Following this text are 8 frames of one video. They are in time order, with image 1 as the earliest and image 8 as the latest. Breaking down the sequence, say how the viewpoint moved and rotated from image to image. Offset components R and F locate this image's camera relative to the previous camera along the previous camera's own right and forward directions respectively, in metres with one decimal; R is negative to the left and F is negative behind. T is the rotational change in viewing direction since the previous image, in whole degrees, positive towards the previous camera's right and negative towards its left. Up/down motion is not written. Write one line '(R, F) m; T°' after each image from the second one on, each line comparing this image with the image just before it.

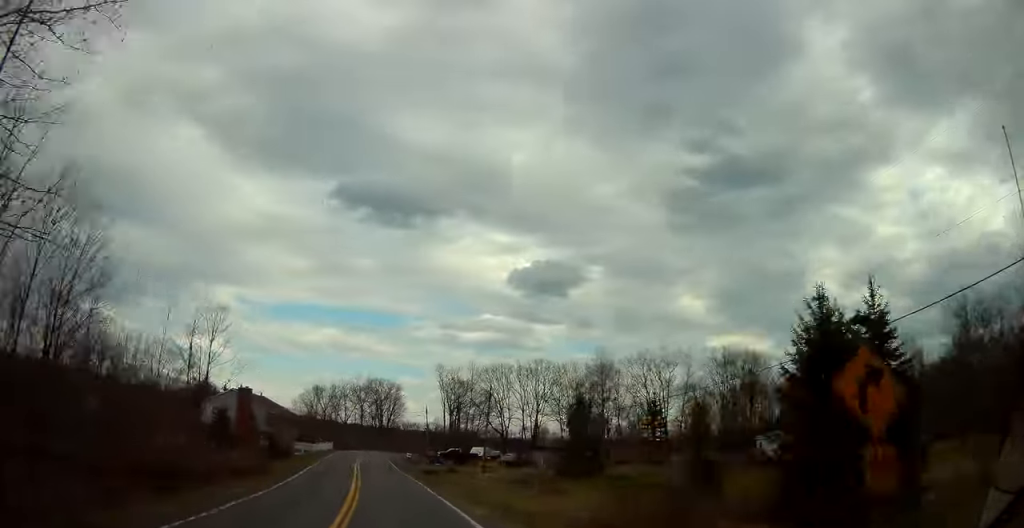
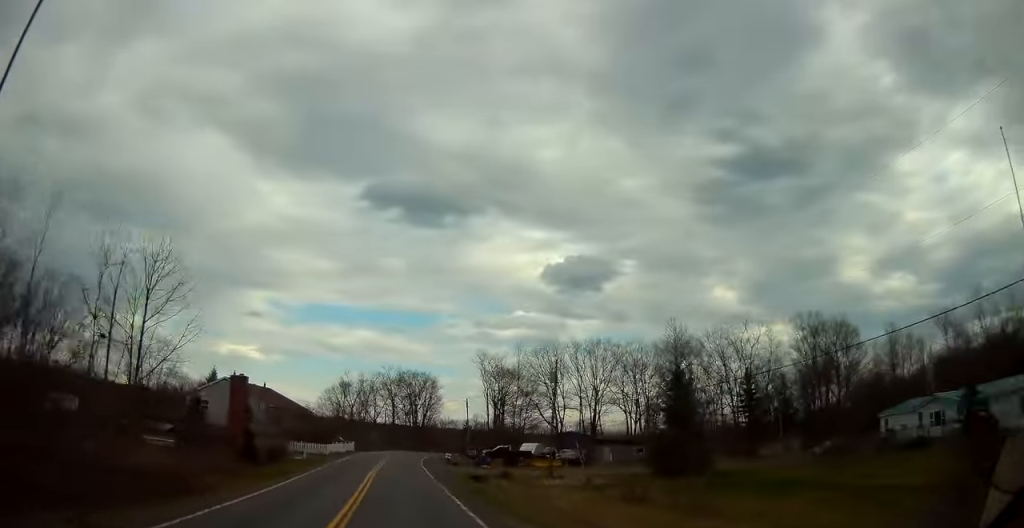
(-0.6, +14.9) m; -4°
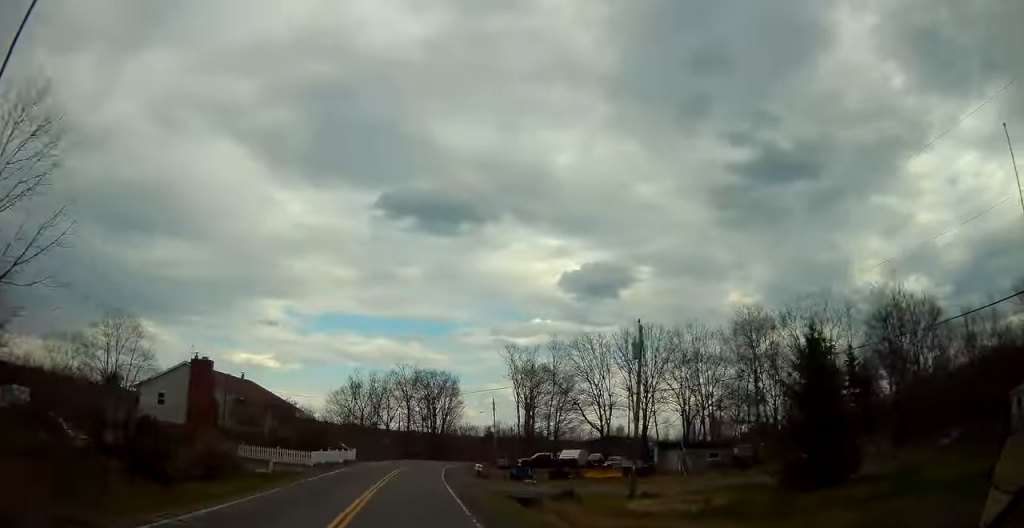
(-0.9, +14.3) m; -2°
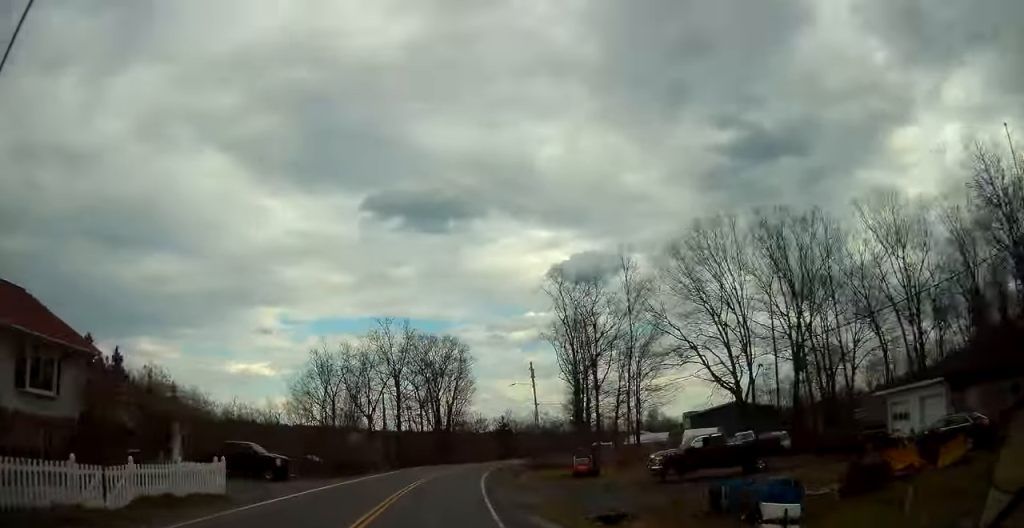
(+0.1, +35.0) m; +1°
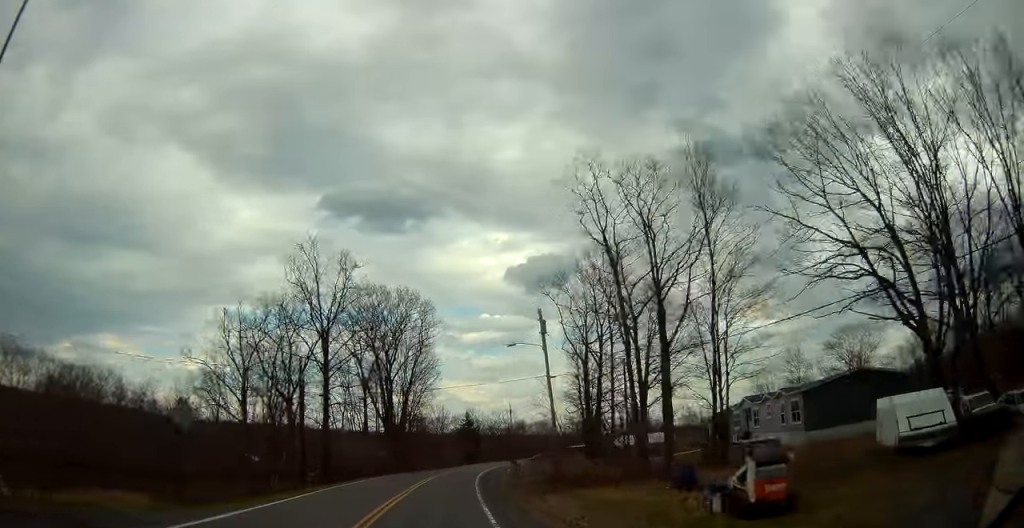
(+0.2, +23.1) m; +3°
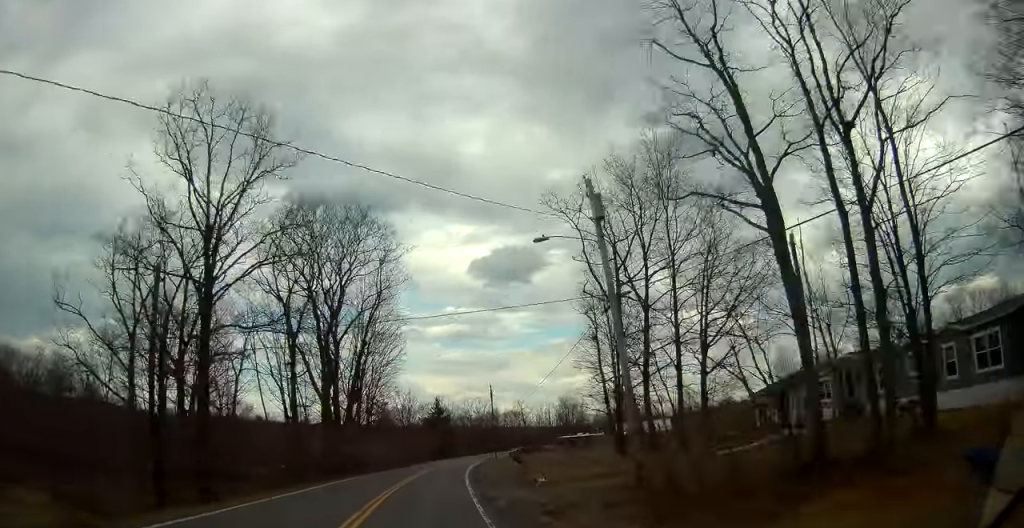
(+0.5, +17.6) m; +2°
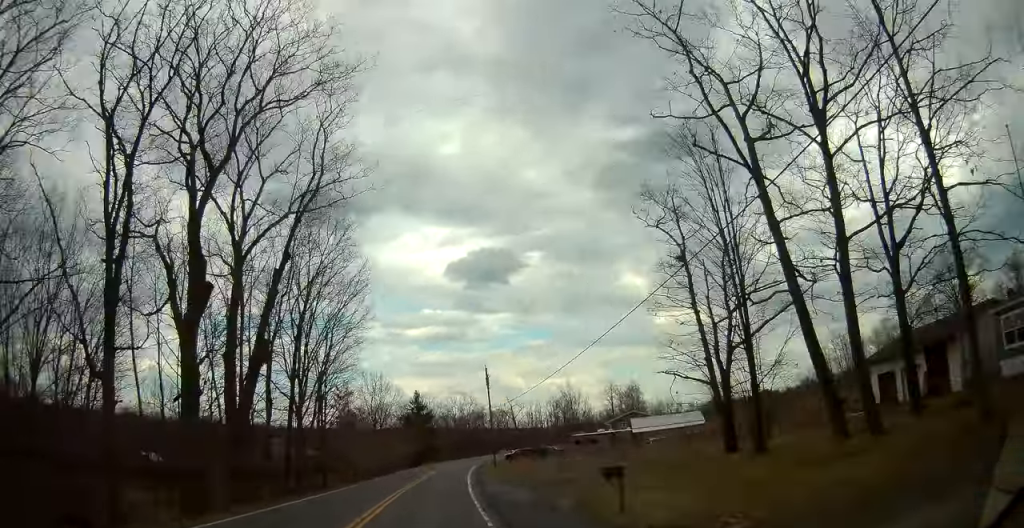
(+0.3, +19.6) m; +2°
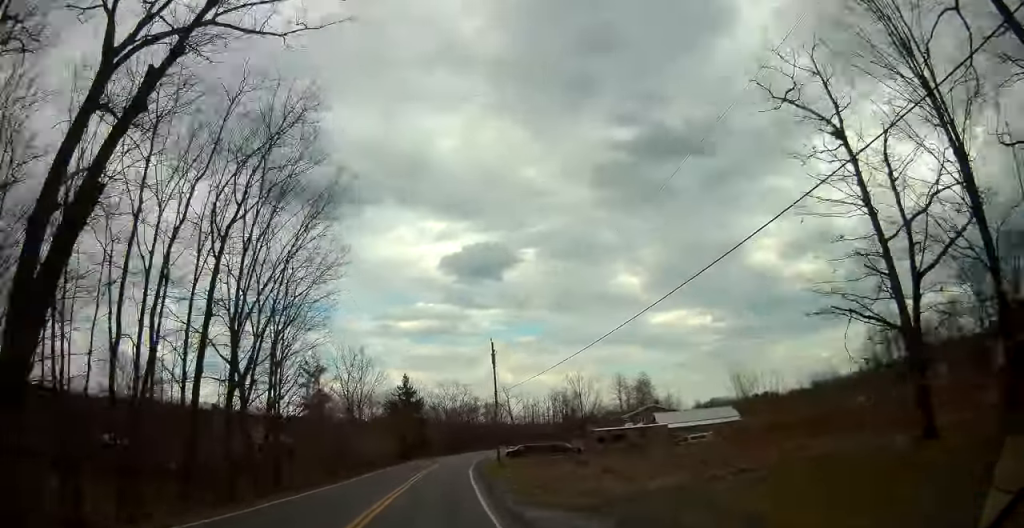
(+0.1, +12.8) m; +2°
